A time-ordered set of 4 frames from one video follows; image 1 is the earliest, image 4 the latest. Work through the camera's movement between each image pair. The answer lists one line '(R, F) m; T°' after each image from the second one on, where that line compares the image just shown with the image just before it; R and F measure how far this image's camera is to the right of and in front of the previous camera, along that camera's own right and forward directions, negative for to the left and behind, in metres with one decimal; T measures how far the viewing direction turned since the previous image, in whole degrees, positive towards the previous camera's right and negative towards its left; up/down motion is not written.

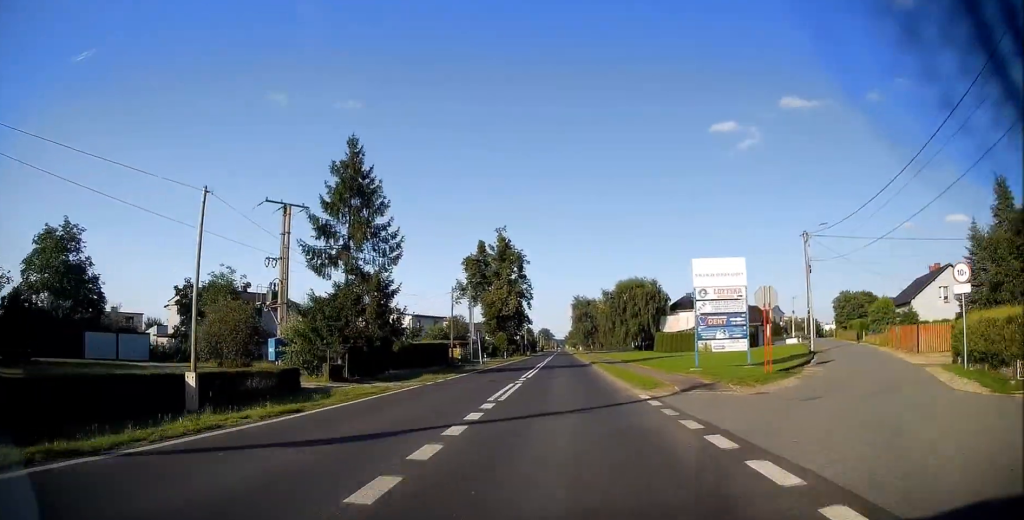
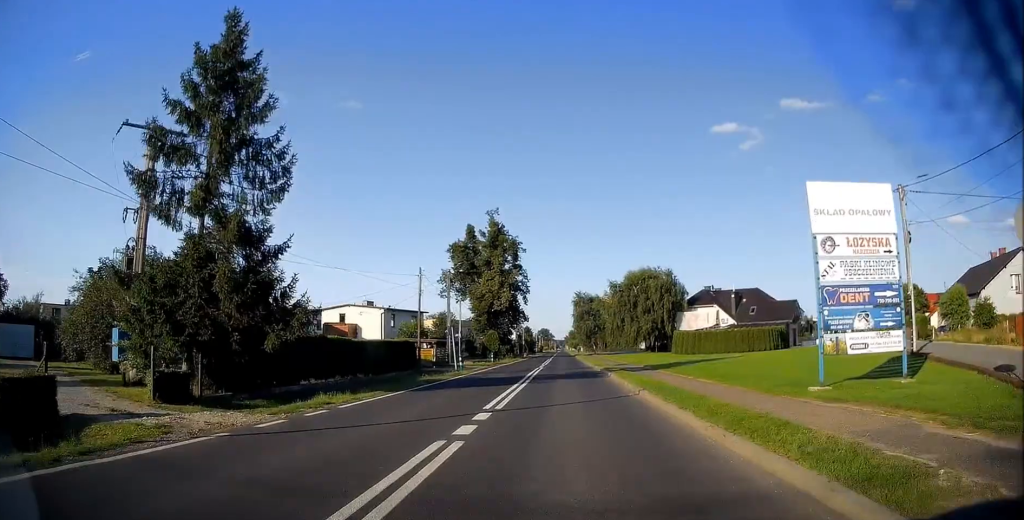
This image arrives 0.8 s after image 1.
(+0.2, +13.4) m; +1°
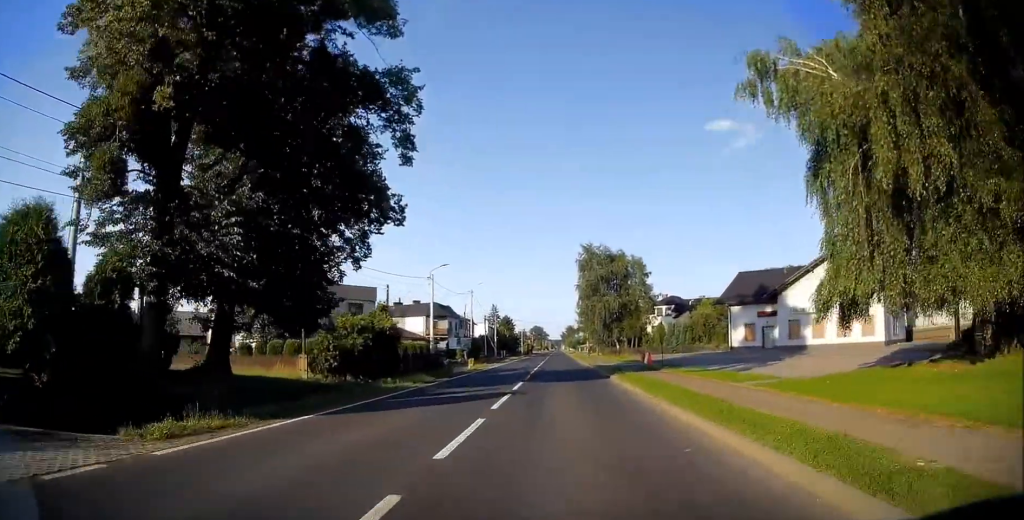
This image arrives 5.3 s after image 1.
(-0.3, +72.6) m; 0°
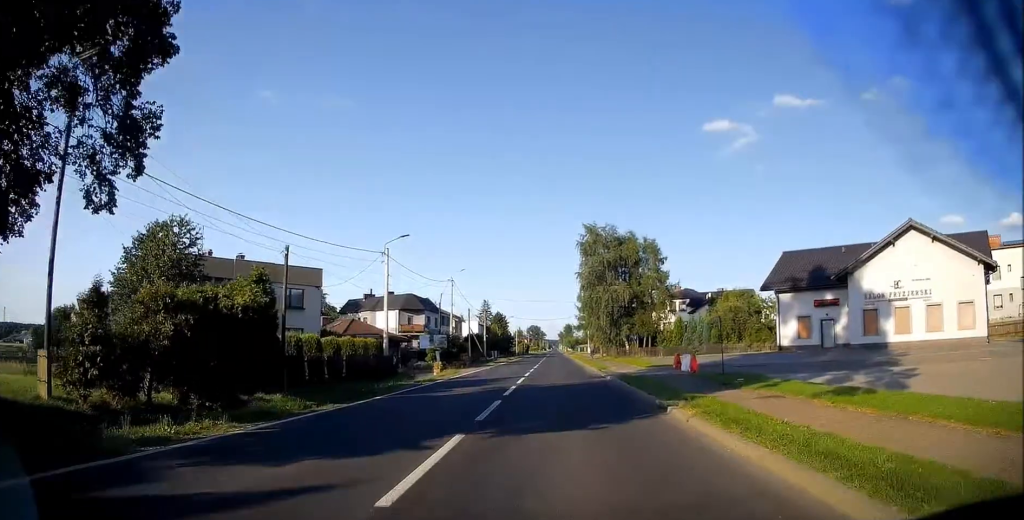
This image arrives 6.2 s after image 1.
(-0.1, +14.0) m; 0°
